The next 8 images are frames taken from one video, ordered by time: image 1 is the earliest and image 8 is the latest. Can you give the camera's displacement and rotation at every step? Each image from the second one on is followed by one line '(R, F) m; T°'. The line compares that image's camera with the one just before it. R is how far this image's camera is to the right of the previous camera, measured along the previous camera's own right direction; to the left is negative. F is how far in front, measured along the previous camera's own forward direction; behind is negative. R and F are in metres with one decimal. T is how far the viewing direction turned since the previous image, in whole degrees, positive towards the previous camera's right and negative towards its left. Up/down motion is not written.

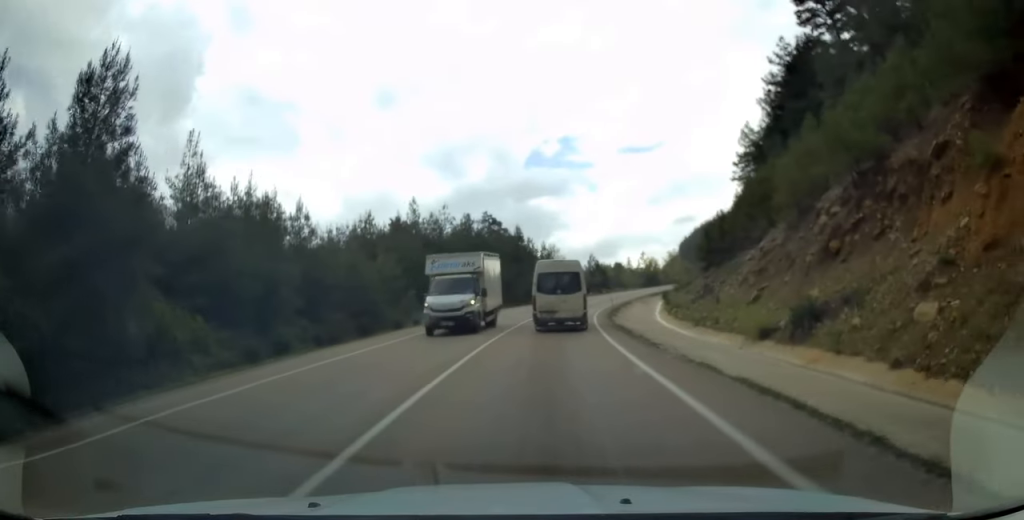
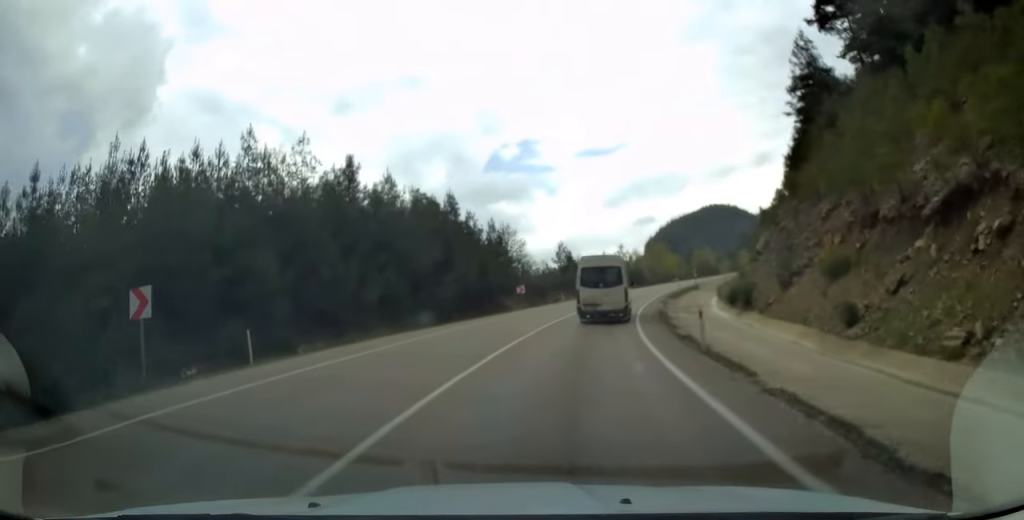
(+1.0, +33.8) m; +5°
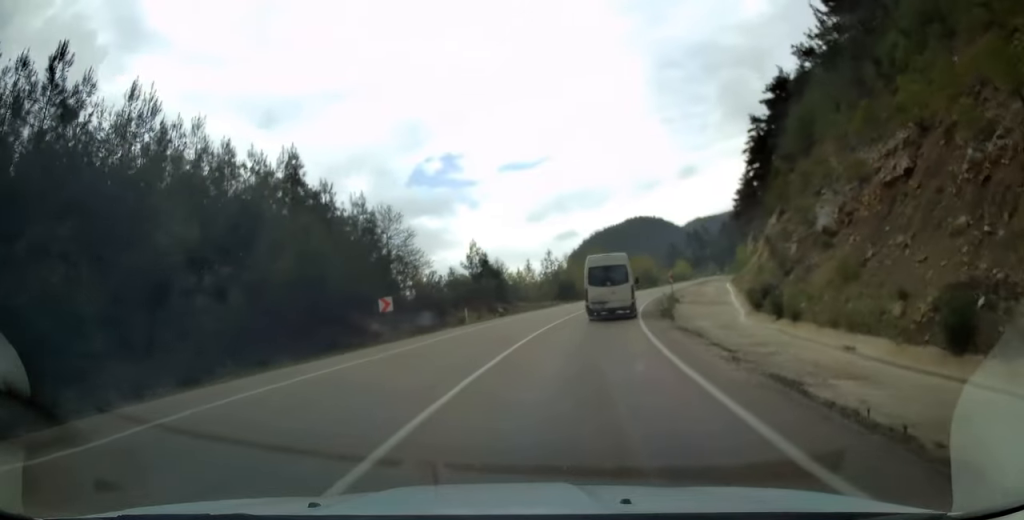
(+1.5, +22.8) m; +8°
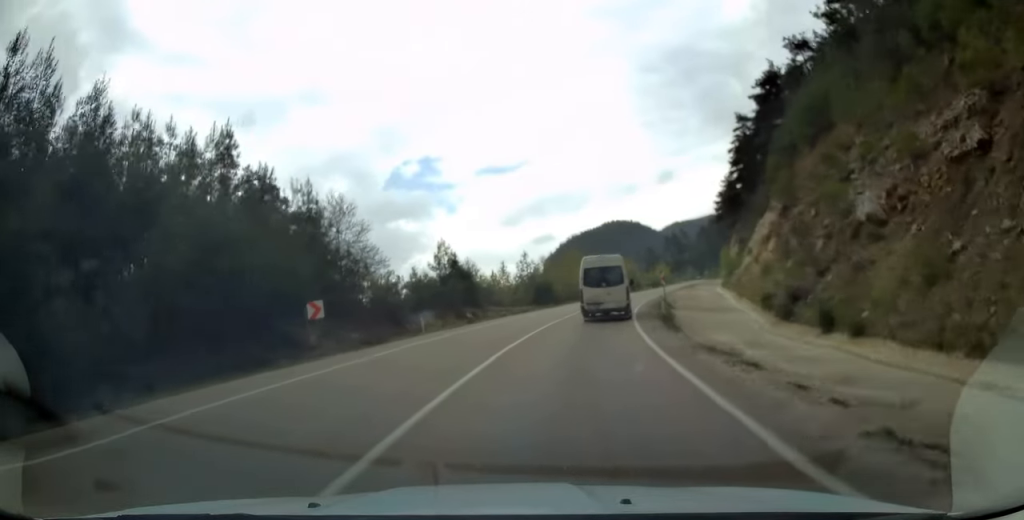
(+0.2, +5.9) m; +2°
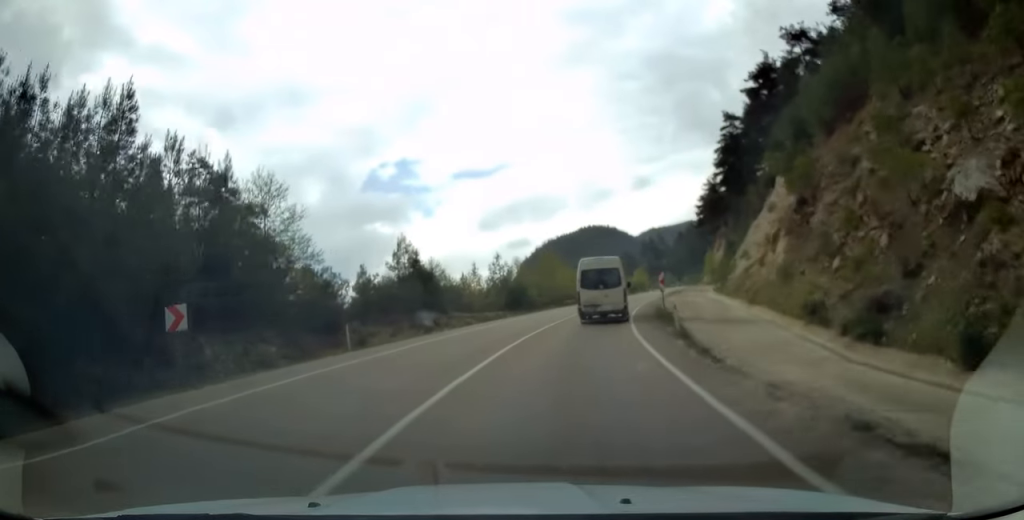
(+0.2, +7.4) m; +2°
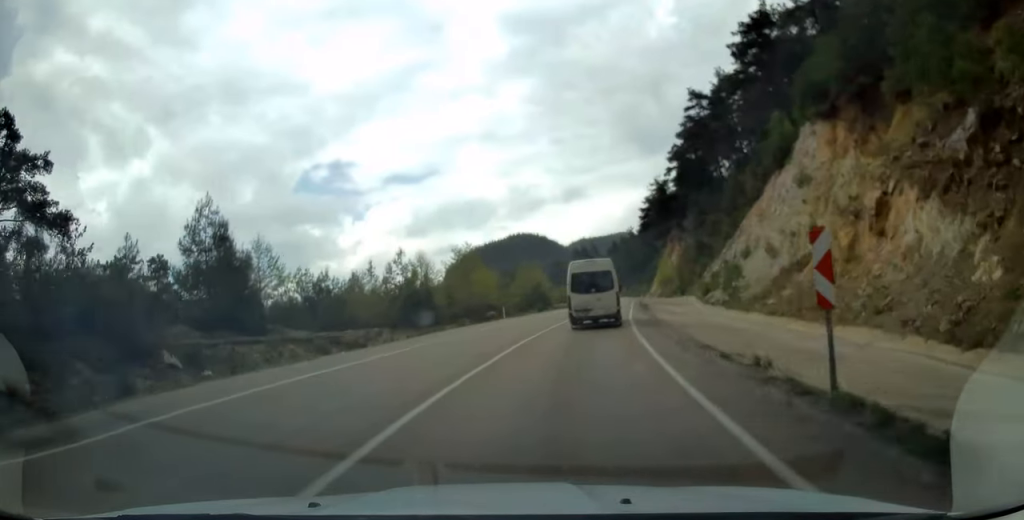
(+1.3, +23.9) m; +7°
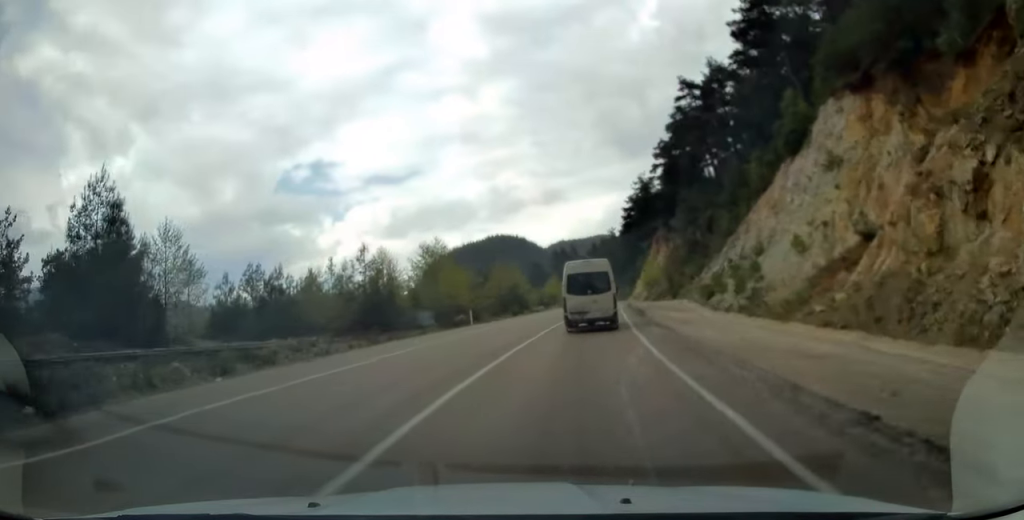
(+0.2, +7.7) m; +2°
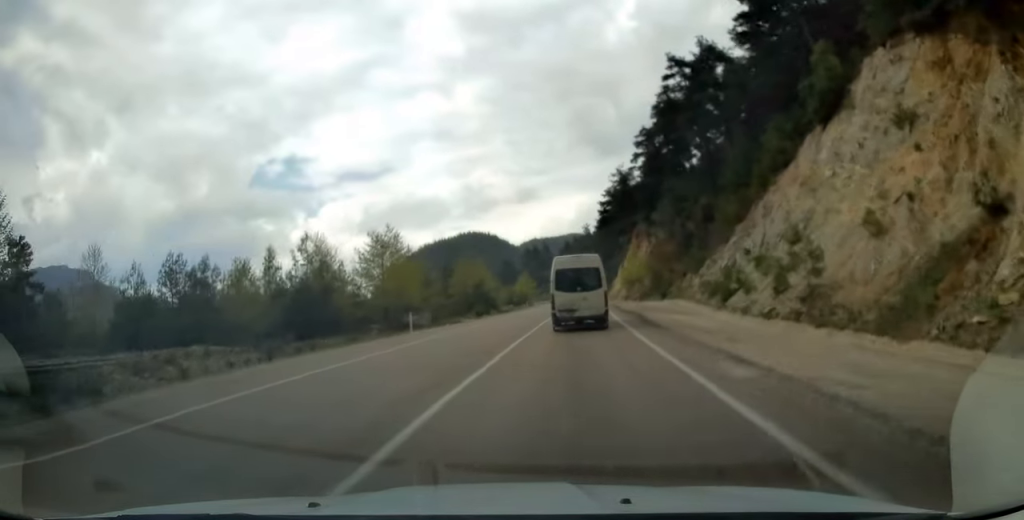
(+0.3, +10.3) m; +3°
